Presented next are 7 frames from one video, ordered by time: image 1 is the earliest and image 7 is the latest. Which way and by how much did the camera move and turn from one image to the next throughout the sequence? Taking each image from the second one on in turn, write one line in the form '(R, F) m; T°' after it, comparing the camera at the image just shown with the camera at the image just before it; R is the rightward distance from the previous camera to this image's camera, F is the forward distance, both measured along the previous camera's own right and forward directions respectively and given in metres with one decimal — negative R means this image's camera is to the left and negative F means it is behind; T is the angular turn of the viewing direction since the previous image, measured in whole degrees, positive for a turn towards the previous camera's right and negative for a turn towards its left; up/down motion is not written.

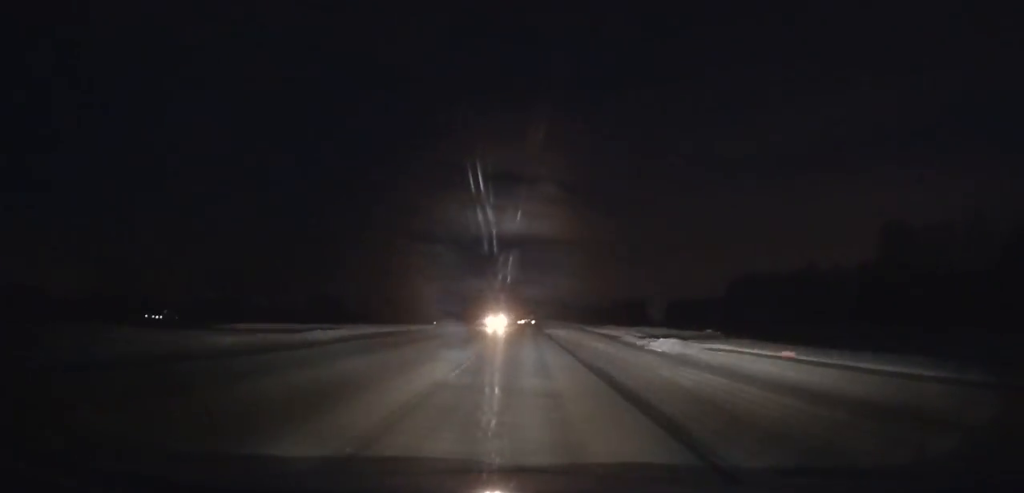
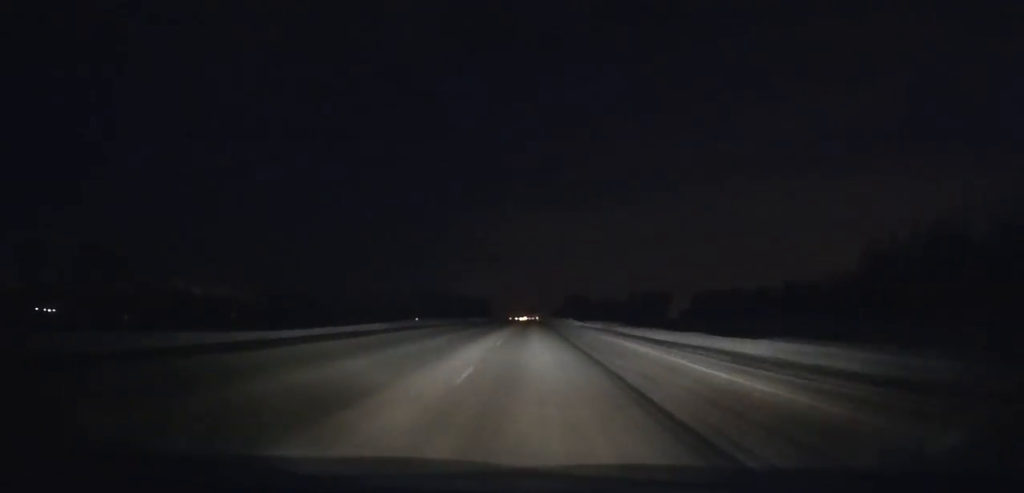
(-0.1, +73.0) m; 0°
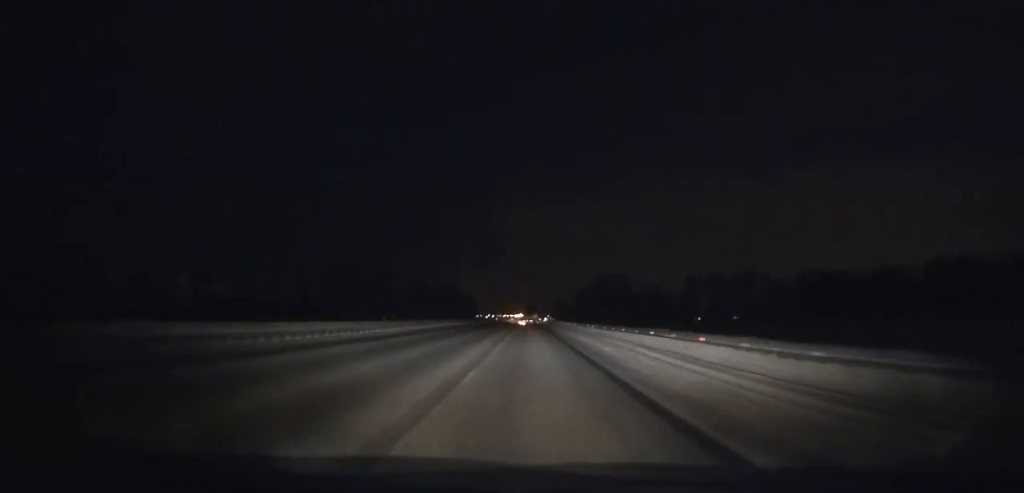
(-0.2, +156.1) m; 0°
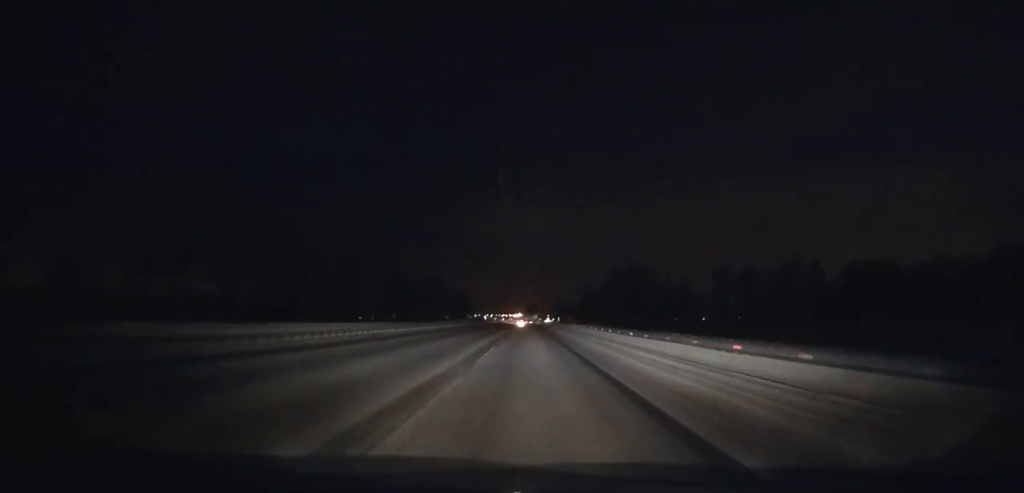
(0.0, +39.5) m; 0°
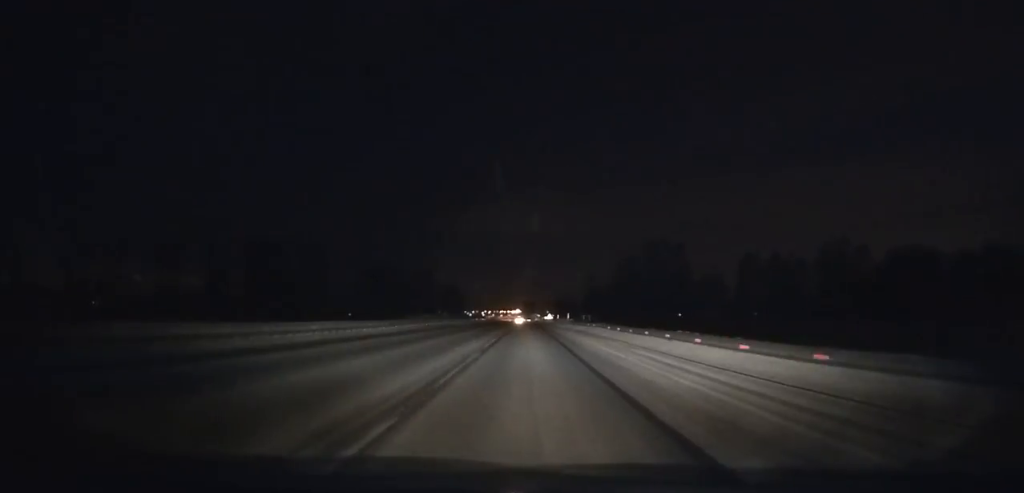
(0.0, +28.5) m; 0°
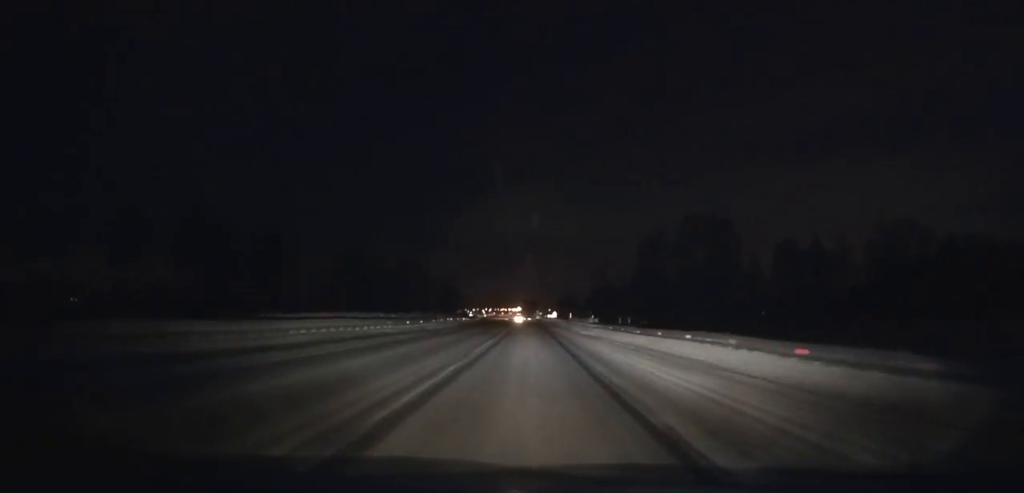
(0.0, +26.3) m; 0°
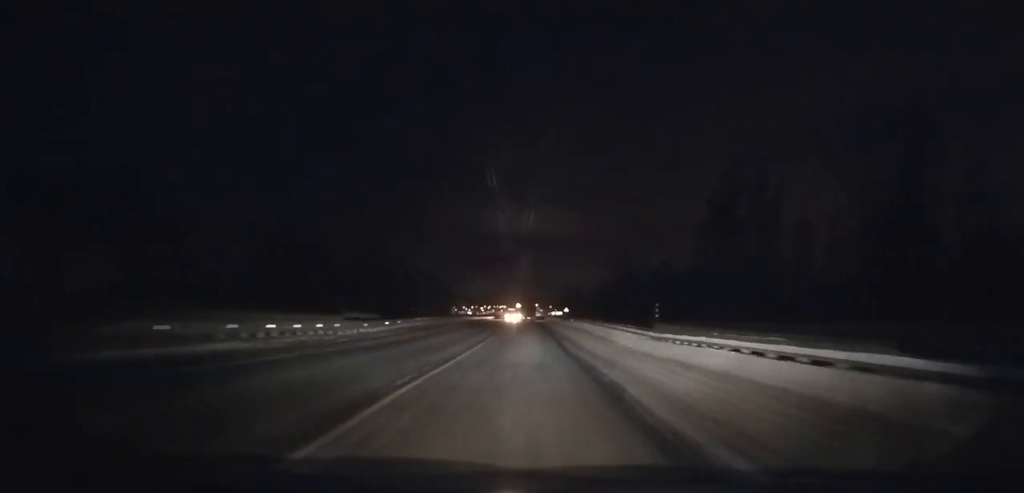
(0.0, +44.5) m; 0°
